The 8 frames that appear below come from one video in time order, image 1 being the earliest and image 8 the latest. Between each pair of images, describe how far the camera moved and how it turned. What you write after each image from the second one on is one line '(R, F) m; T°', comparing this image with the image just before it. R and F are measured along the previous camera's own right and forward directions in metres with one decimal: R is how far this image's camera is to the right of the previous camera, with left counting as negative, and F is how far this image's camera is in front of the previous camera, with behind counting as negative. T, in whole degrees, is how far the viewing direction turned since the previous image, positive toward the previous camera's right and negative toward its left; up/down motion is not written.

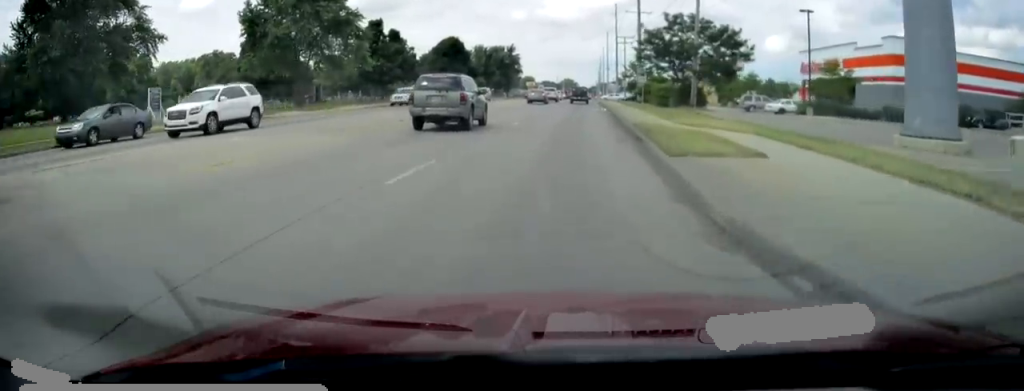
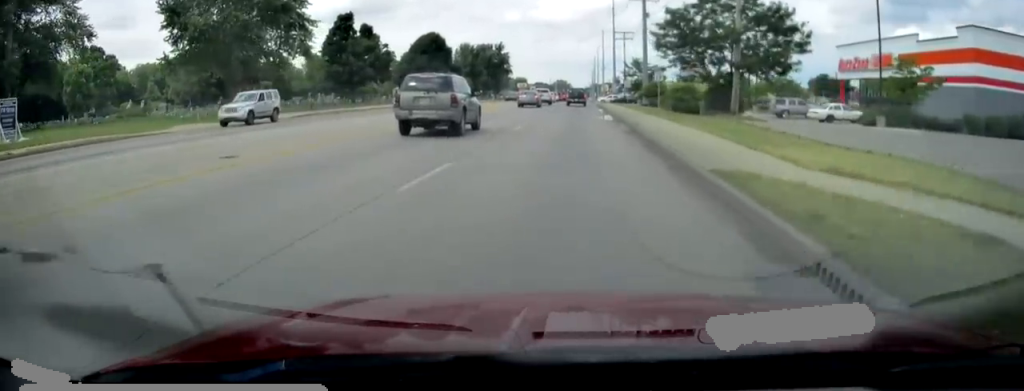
(+0.2, +13.7) m; +2°
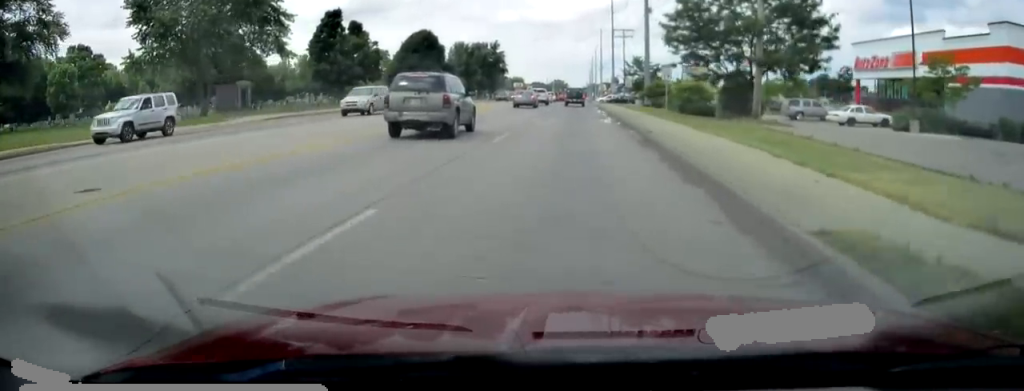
(0.0, +4.3) m; 0°
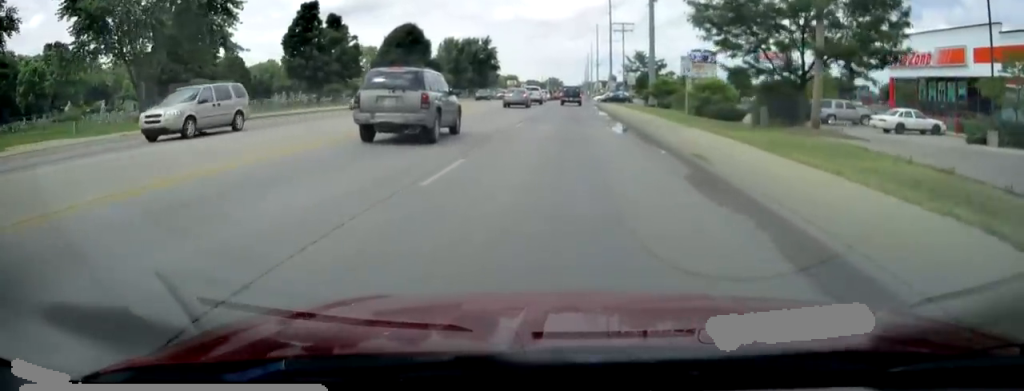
(0.0, +8.9) m; 0°
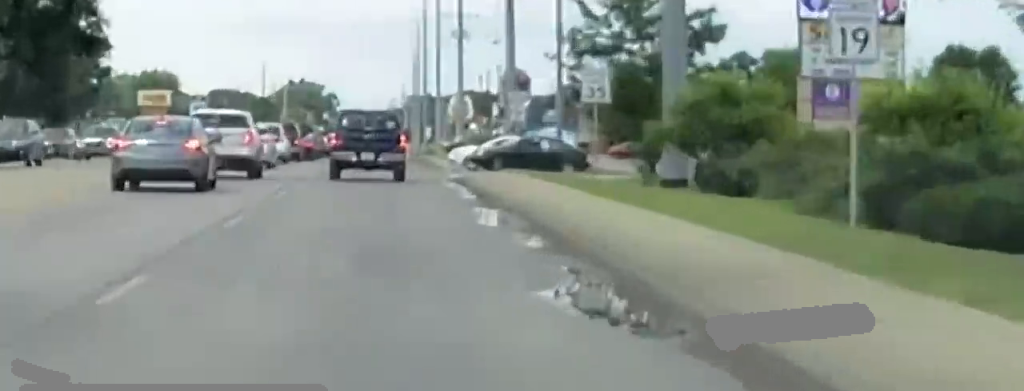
(0.0, +5.8) m; 0°
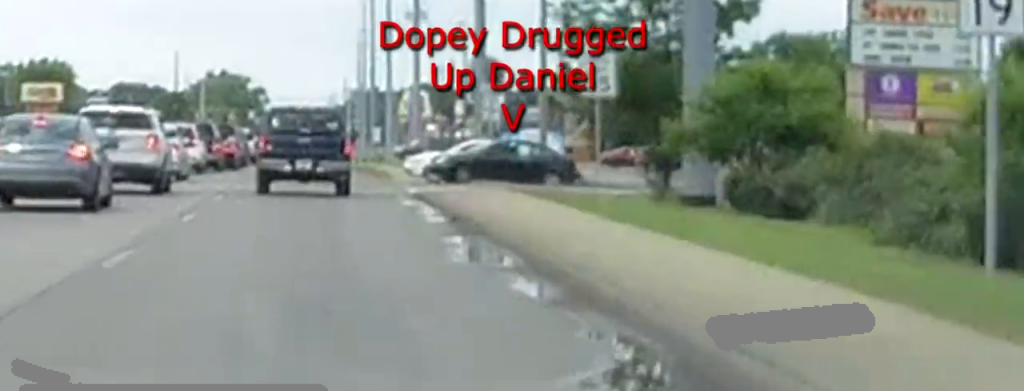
(0.0, +4.4) m; 0°
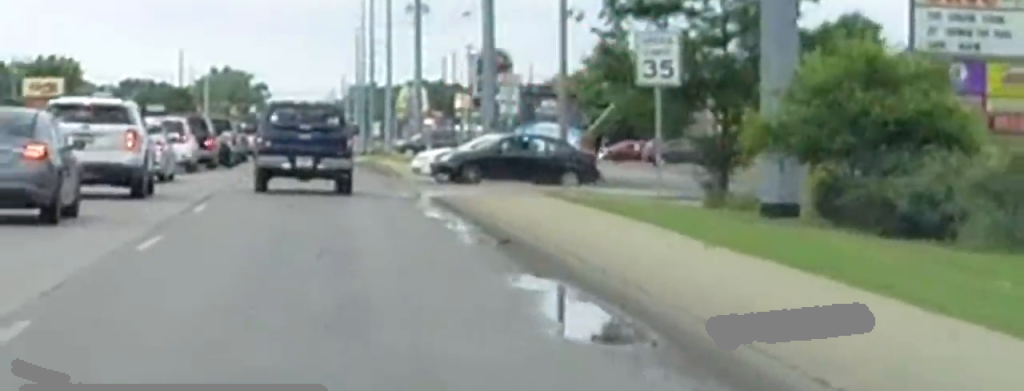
(+0.2, +14.8) m; +1°
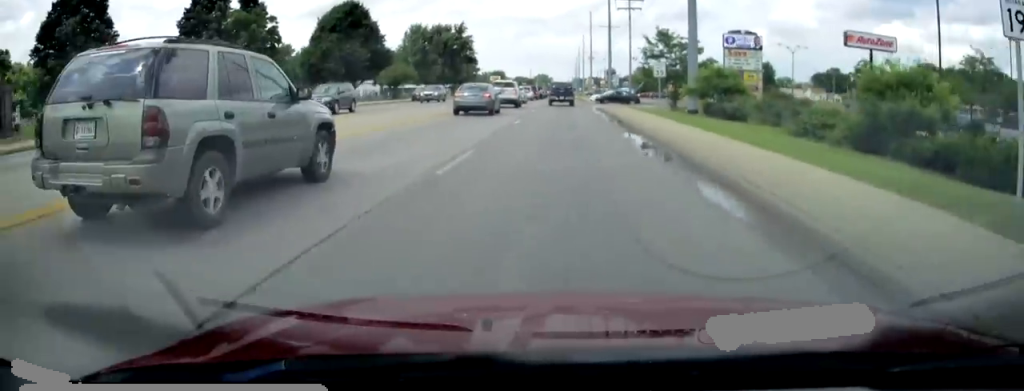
(0.0, +4.4) m; 0°
